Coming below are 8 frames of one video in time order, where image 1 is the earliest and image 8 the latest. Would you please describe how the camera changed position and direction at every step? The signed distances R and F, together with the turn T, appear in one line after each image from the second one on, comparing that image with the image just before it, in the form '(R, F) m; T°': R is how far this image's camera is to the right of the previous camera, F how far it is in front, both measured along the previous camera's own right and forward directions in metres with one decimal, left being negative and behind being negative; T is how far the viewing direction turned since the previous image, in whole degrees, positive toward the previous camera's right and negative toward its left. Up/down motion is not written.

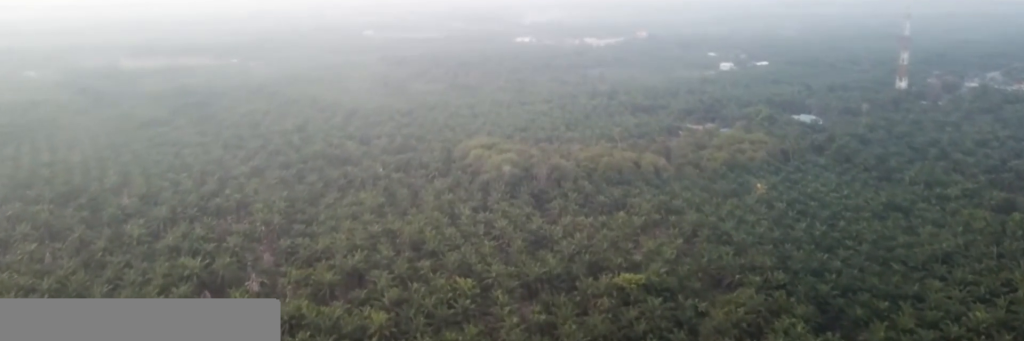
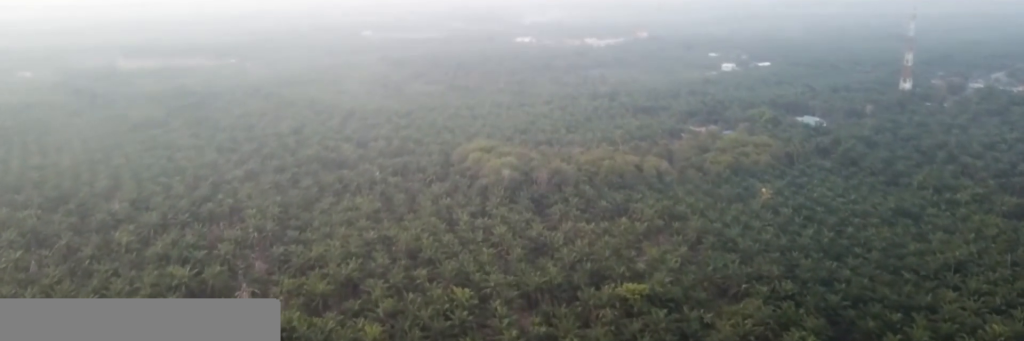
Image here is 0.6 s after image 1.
(0.0, +8.4) m; 0°
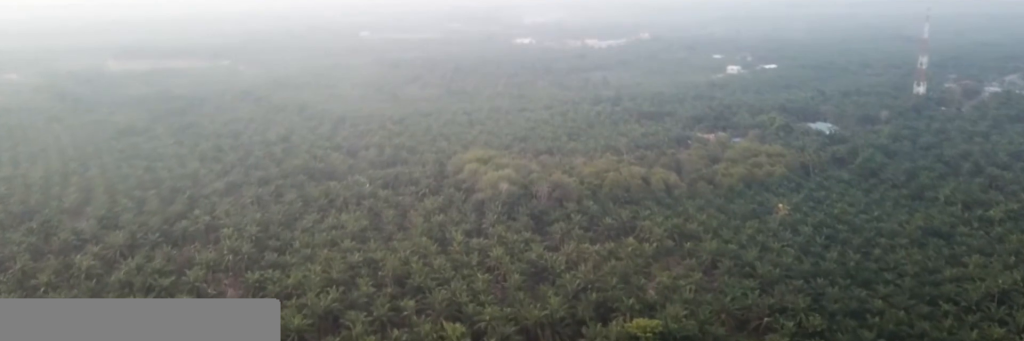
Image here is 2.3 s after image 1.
(0.0, +25.6) m; 0°
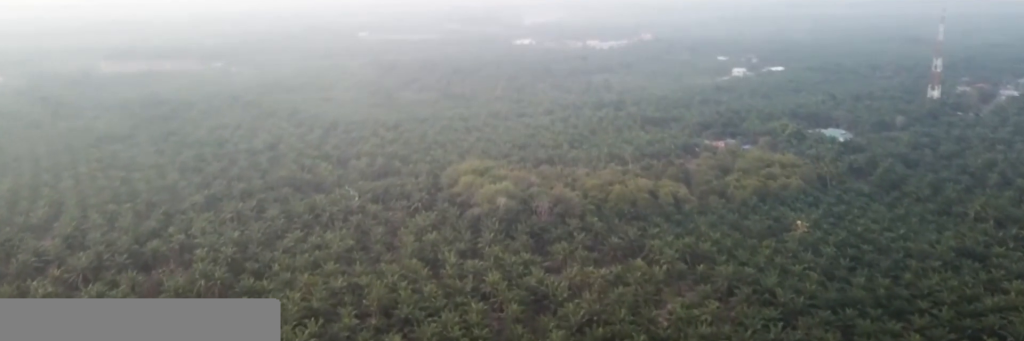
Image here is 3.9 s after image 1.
(0.0, +23.2) m; 0°
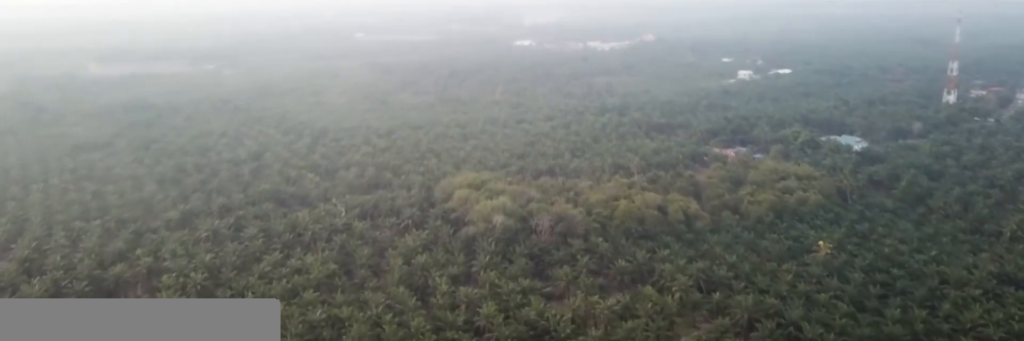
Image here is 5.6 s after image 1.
(-0.1, +25.3) m; 0°
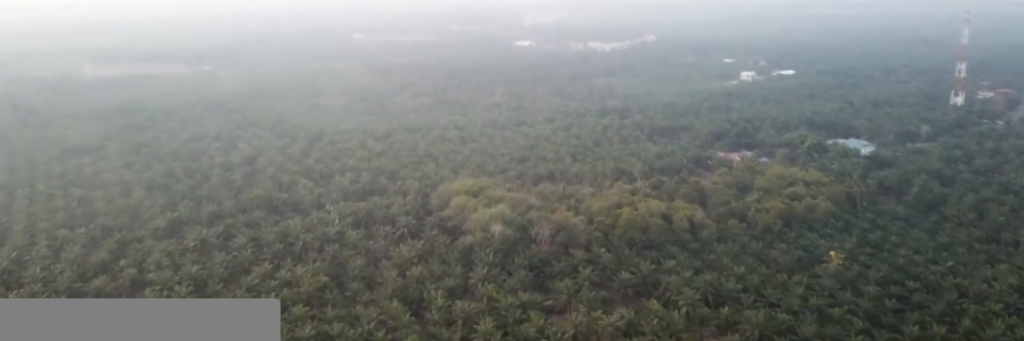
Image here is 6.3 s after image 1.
(0.0, +11.4) m; 0°
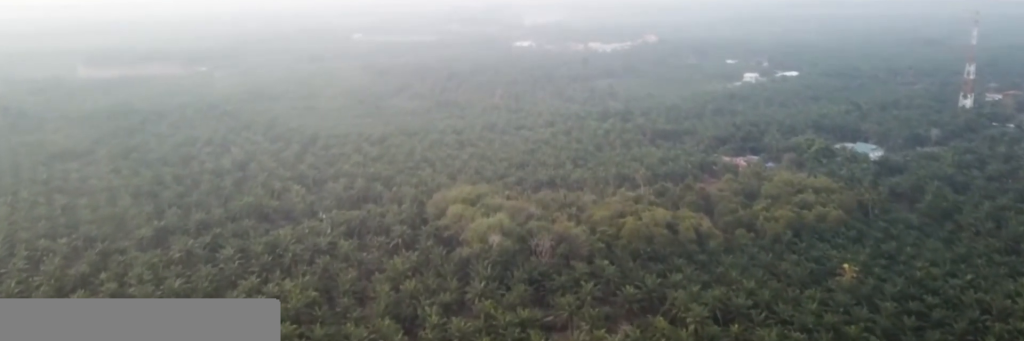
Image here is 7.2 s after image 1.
(0.0, +12.4) m; 0°
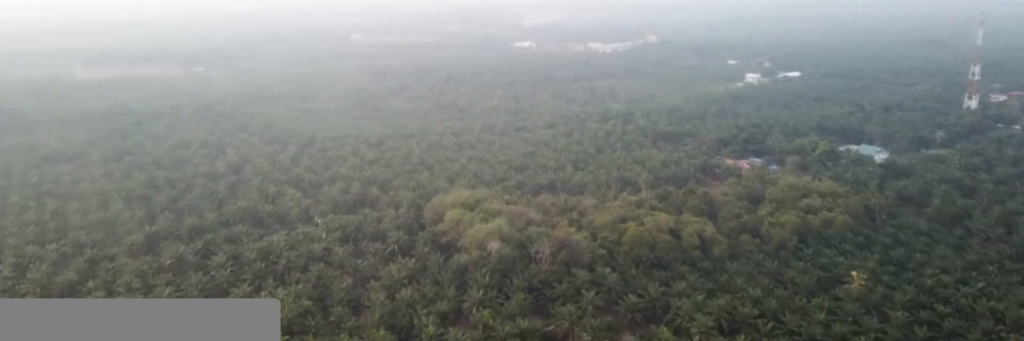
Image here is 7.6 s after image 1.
(0.0, +7.0) m; 0°
